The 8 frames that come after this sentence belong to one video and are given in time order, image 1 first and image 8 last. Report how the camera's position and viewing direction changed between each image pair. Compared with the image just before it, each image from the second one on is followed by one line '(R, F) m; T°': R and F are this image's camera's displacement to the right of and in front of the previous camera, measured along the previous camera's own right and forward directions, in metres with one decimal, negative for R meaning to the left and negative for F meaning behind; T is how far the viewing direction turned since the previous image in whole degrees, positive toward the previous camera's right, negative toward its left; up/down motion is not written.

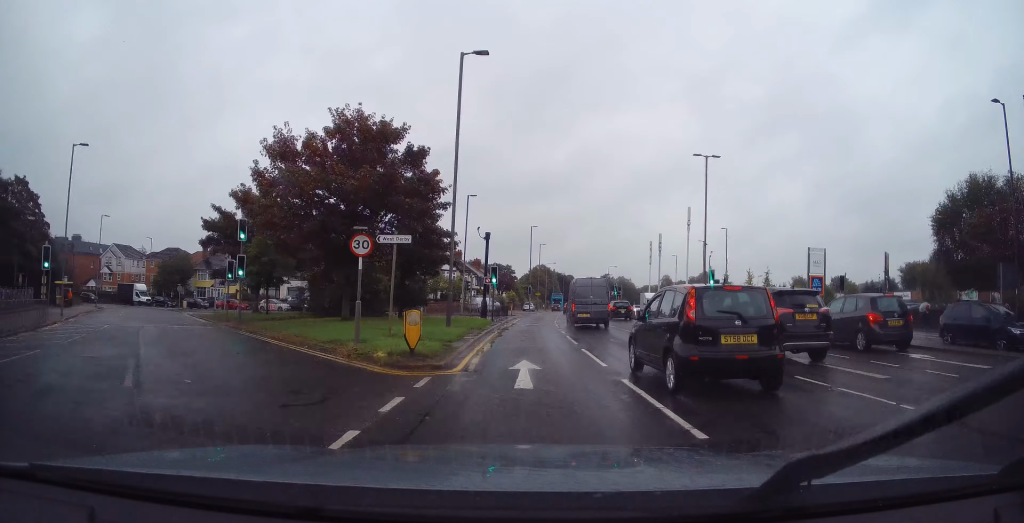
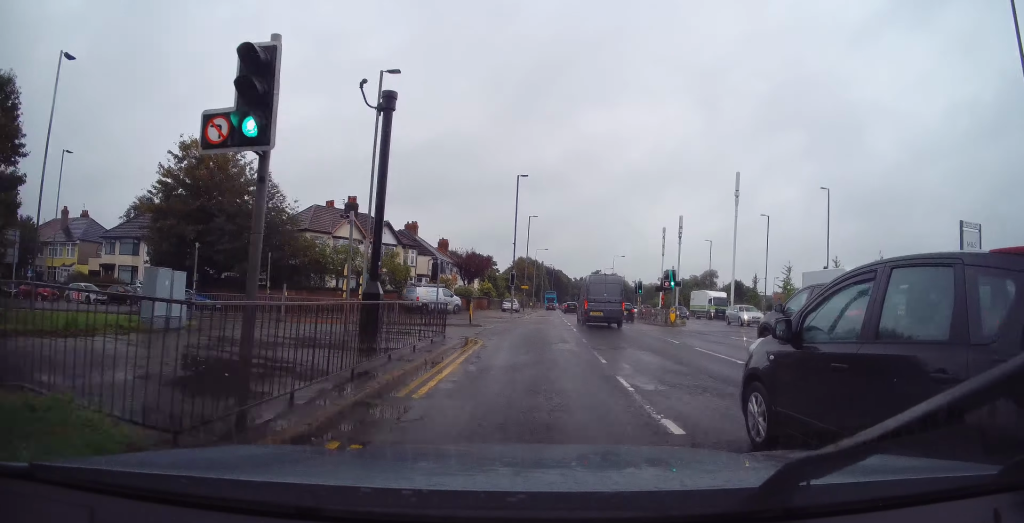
(+0.1, +30.1) m; 0°
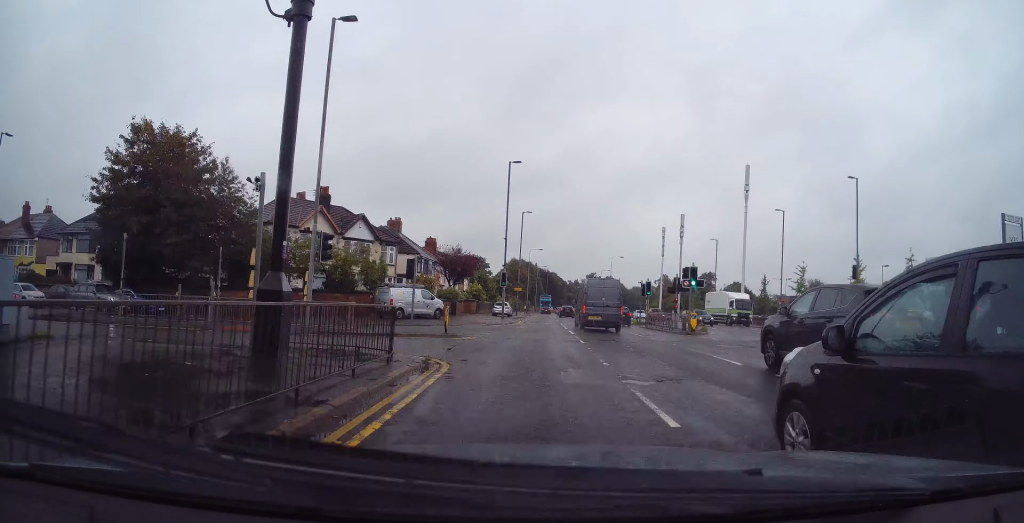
(+0.1, +5.7) m; +1°
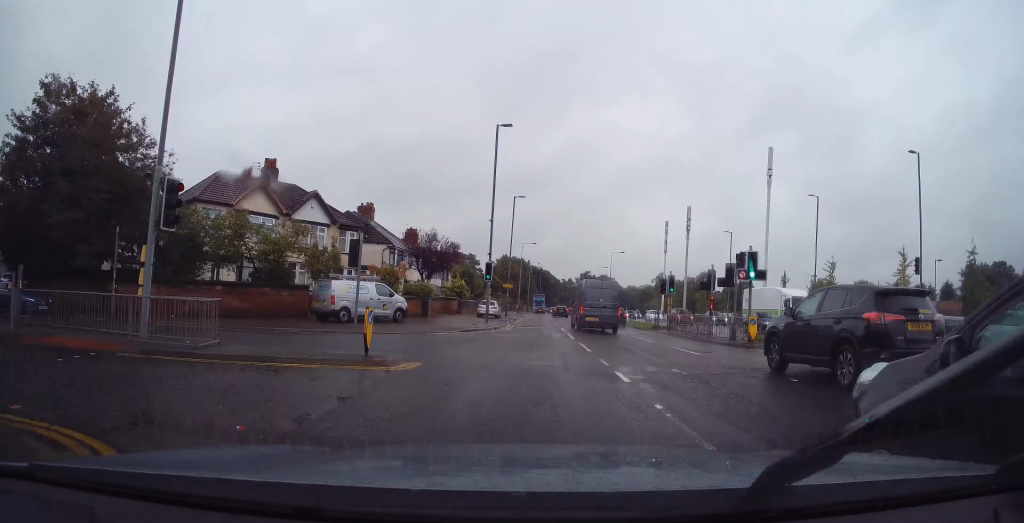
(+0.1, +8.8) m; +2°
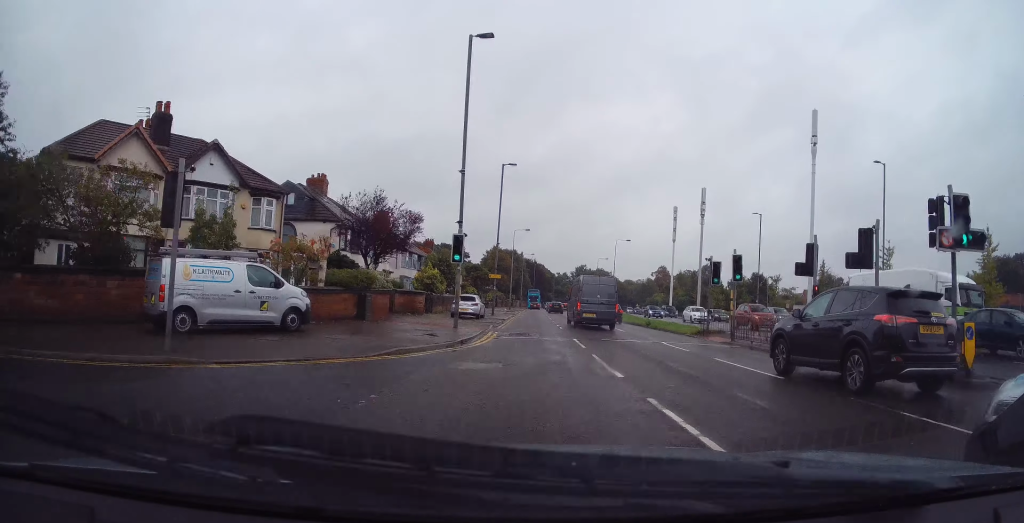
(+0.3, +11.6) m; +2°
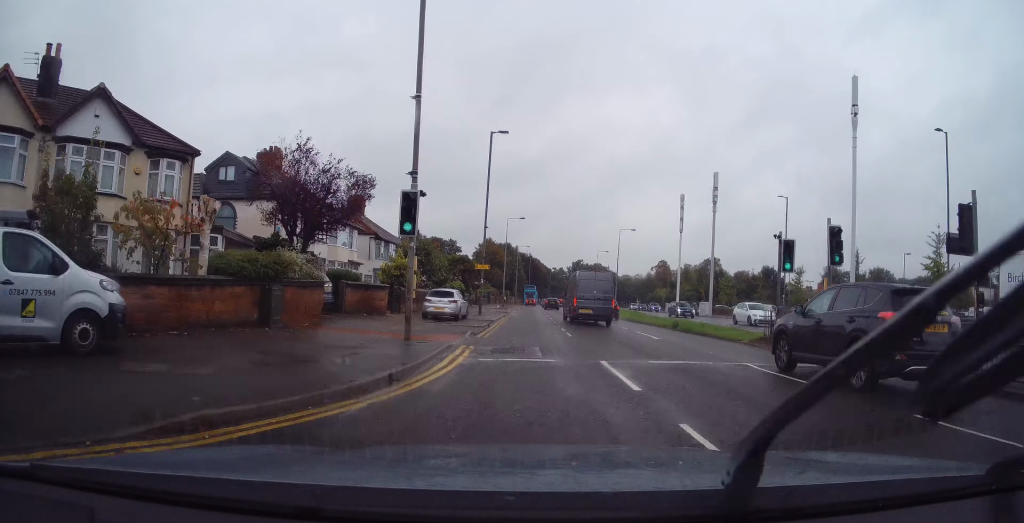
(0.0, +7.8) m; +1°
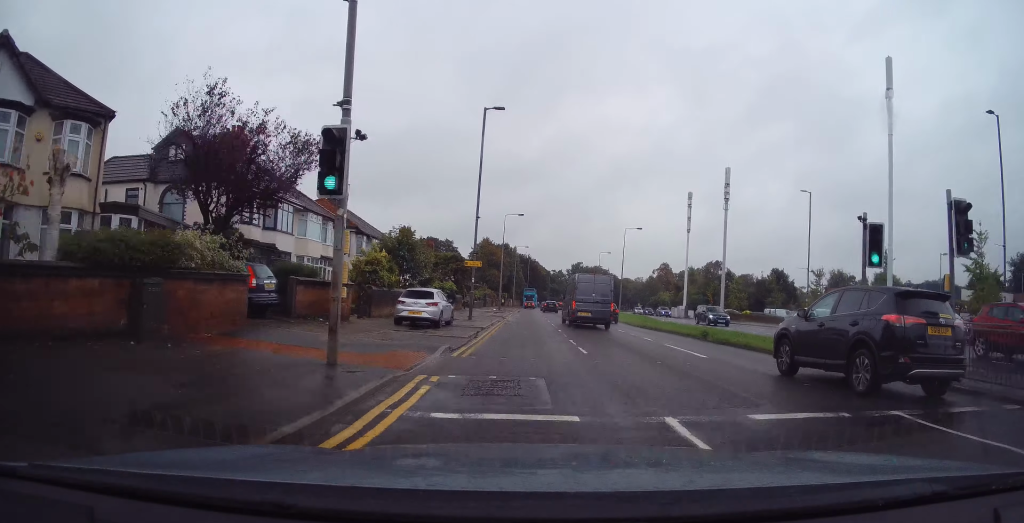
(+0.1, +5.1) m; 0°
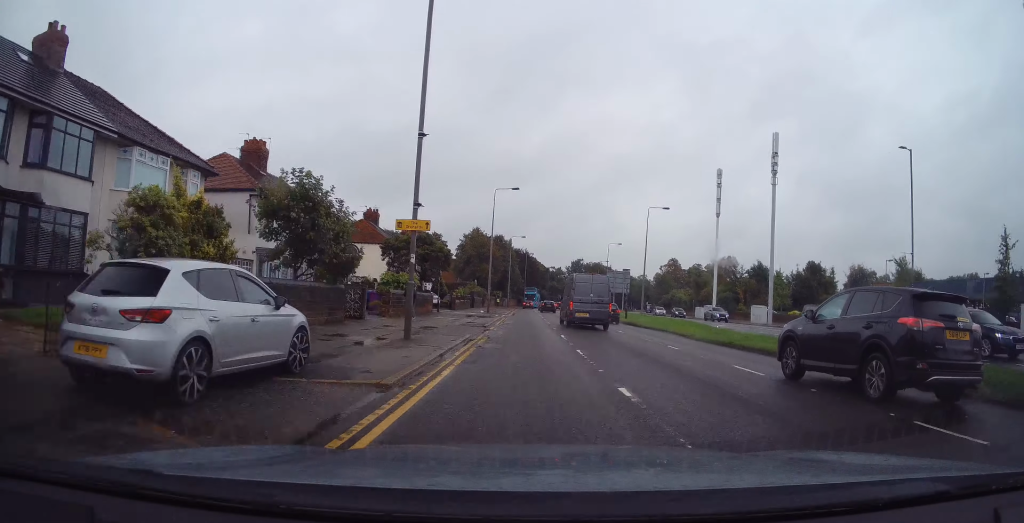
(0.0, +15.4) m; -1°
